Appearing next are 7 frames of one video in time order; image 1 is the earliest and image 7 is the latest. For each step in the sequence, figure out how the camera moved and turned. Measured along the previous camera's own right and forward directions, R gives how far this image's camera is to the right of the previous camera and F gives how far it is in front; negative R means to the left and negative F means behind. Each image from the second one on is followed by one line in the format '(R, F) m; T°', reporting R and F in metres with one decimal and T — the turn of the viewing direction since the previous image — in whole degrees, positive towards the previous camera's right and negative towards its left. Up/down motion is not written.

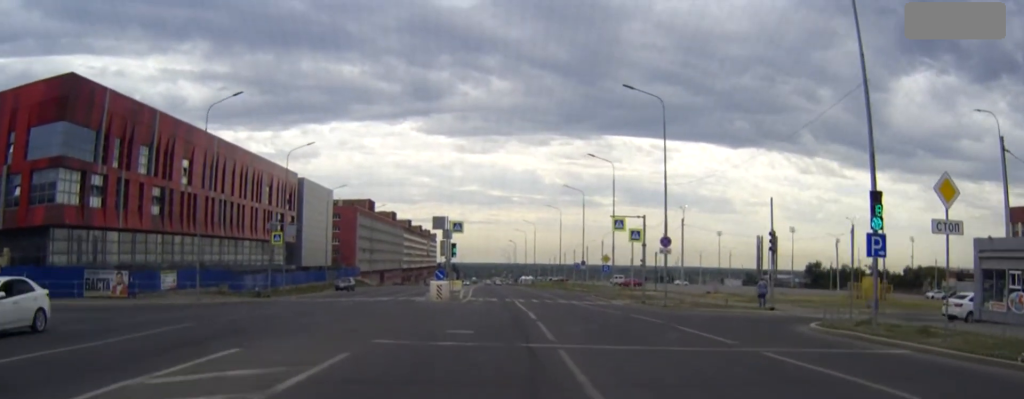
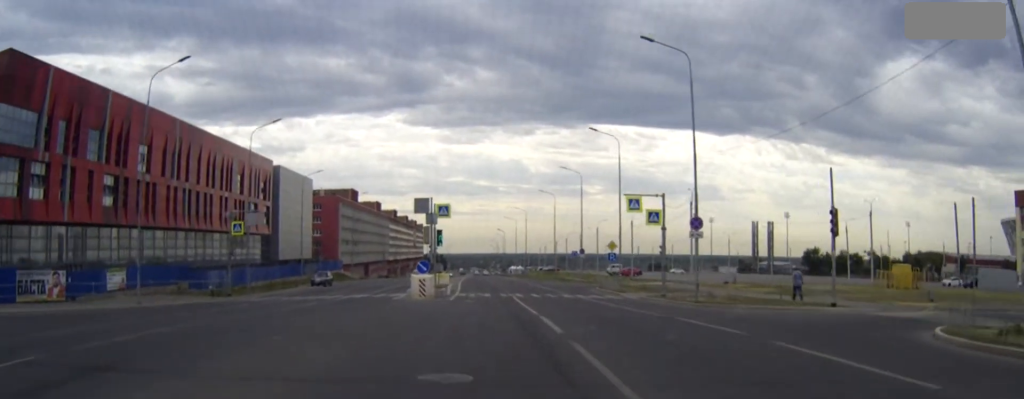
(+0.1, +7.8) m; +2°
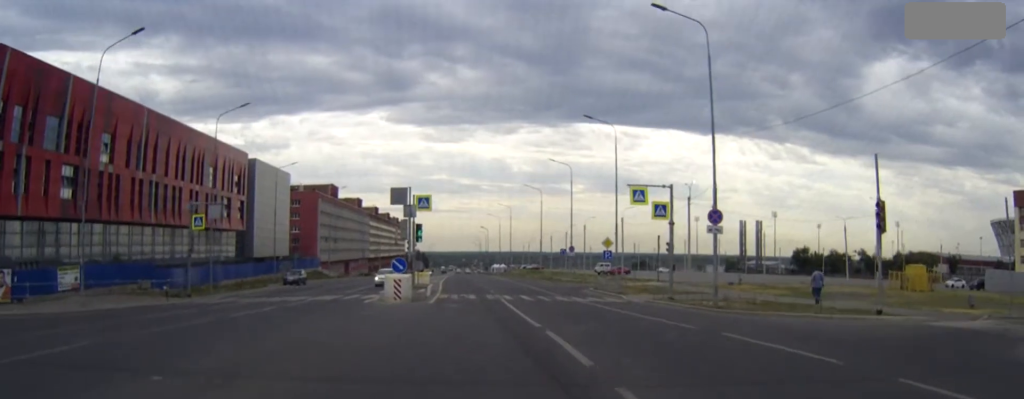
(+0.1, +5.2) m; +1°
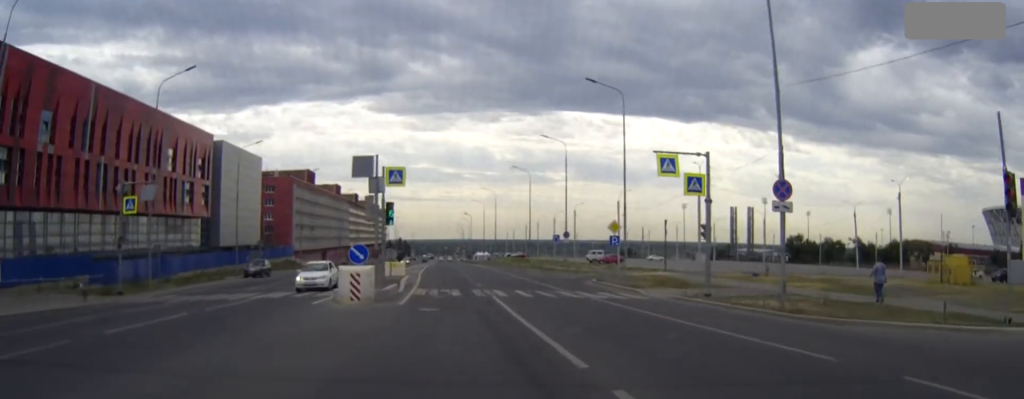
(+0.1, +8.2) m; +1°
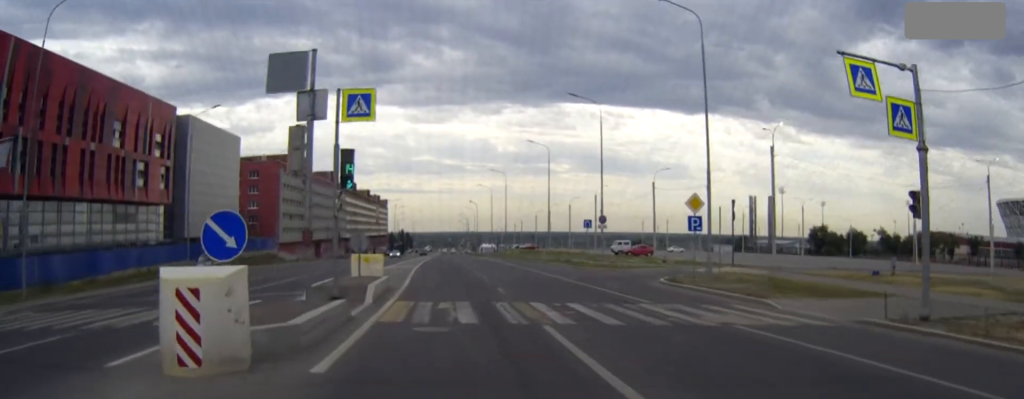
(0.0, +15.6) m; 0°
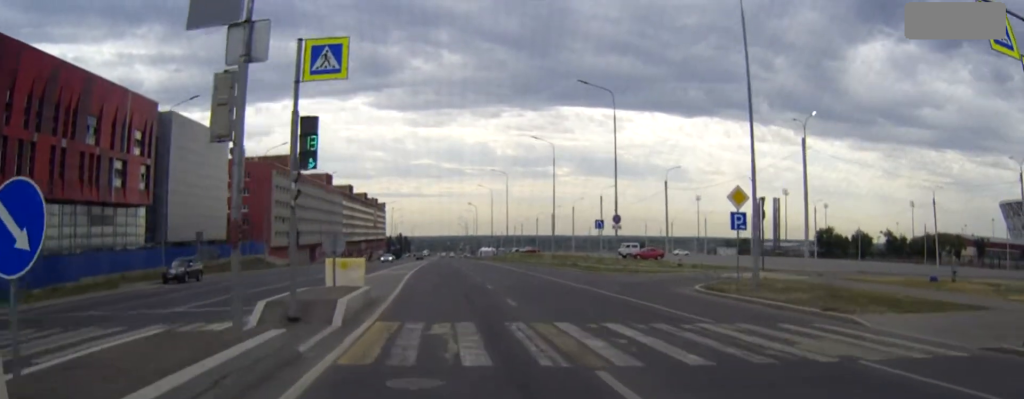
(0.0, +5.4) m; 0°
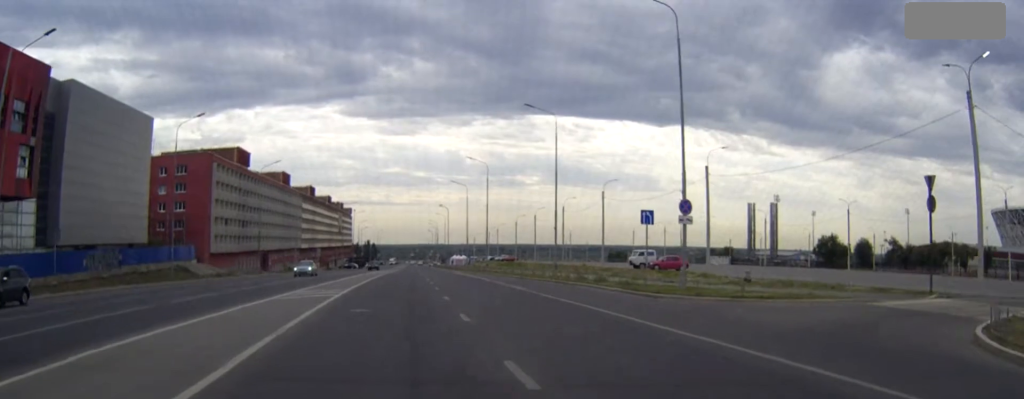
(+0.3, +20.2) m; +2°
